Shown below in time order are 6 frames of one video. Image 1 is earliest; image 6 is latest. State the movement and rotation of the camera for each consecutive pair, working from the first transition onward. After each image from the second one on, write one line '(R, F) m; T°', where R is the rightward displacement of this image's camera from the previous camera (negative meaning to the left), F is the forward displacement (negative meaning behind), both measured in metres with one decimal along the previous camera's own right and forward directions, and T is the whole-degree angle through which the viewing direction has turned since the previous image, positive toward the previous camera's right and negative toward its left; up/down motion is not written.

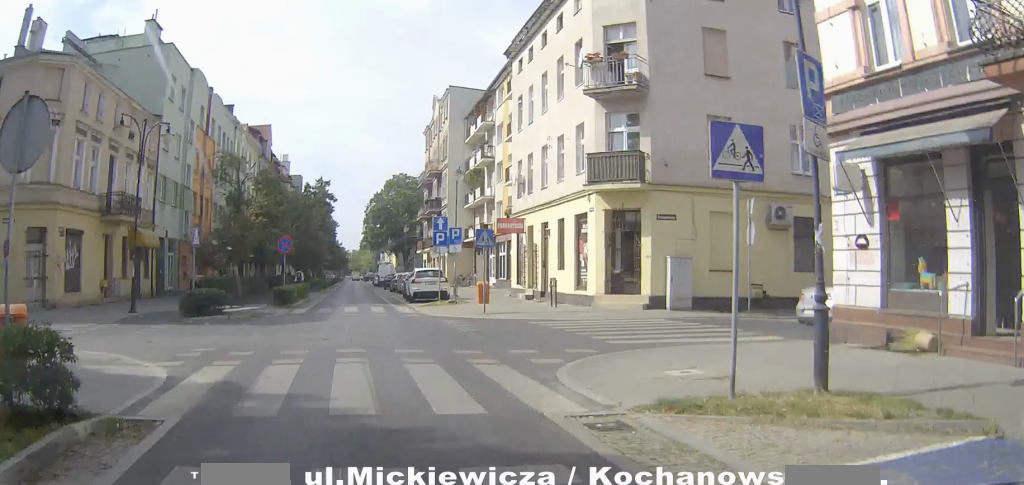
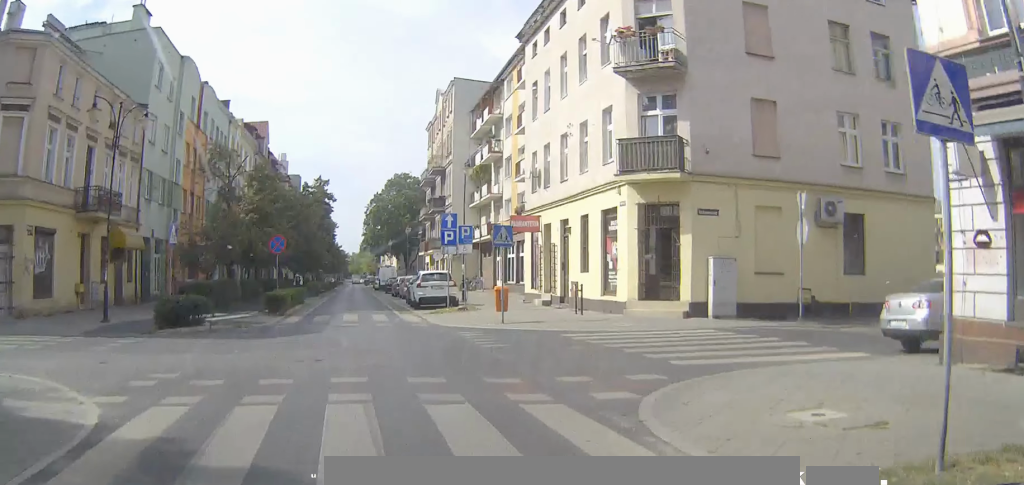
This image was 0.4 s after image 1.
(0.0, +3.2) m; +1°
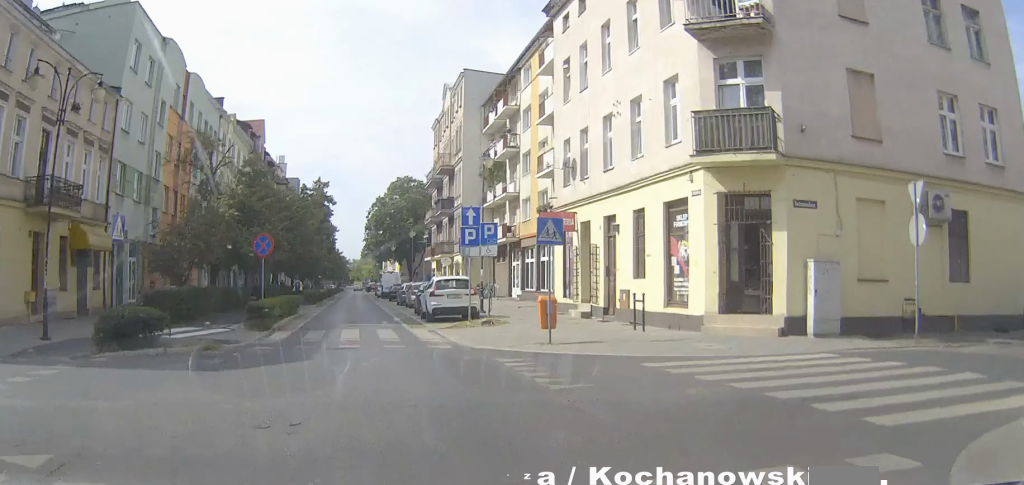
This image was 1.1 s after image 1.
(+0.1, +5.3) m; 0°
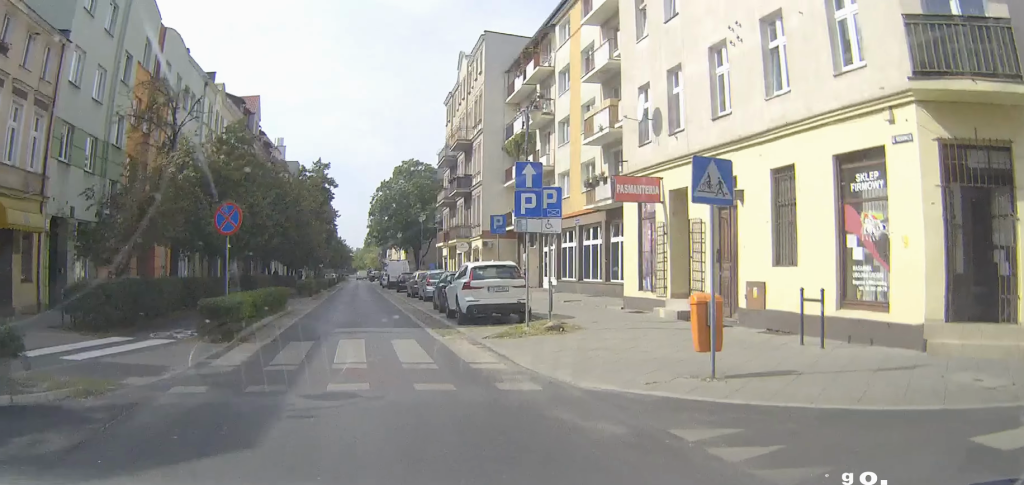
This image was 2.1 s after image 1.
(0.0, +7.8) m; +2°
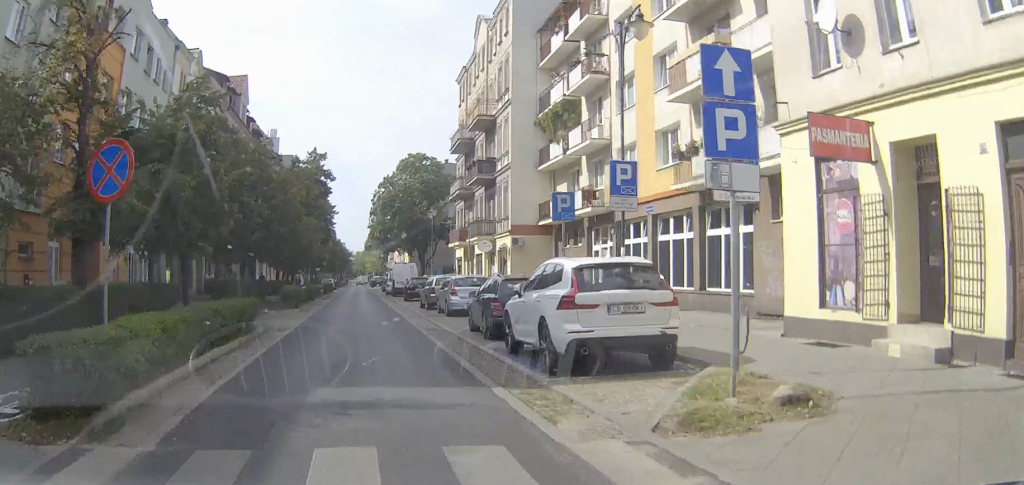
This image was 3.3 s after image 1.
(+0.3, +9.2) m; +2°
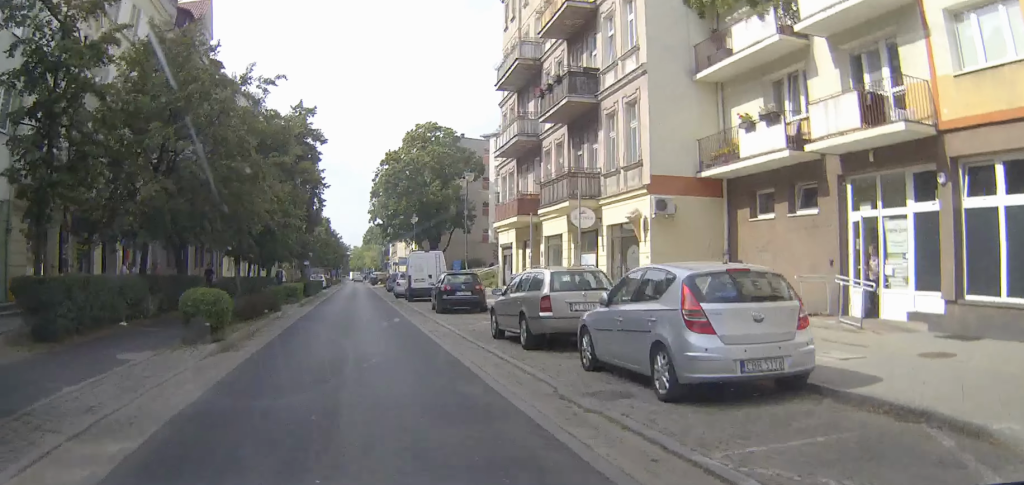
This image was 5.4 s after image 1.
(-0.6, +19.6) m; -4°
